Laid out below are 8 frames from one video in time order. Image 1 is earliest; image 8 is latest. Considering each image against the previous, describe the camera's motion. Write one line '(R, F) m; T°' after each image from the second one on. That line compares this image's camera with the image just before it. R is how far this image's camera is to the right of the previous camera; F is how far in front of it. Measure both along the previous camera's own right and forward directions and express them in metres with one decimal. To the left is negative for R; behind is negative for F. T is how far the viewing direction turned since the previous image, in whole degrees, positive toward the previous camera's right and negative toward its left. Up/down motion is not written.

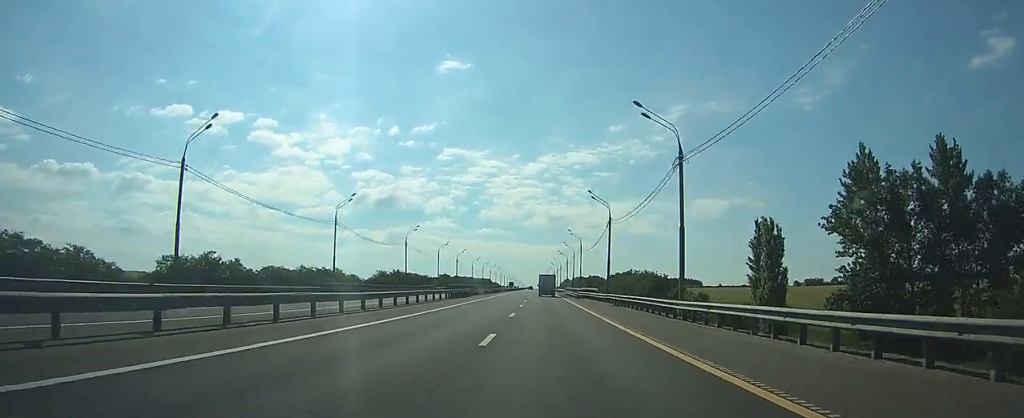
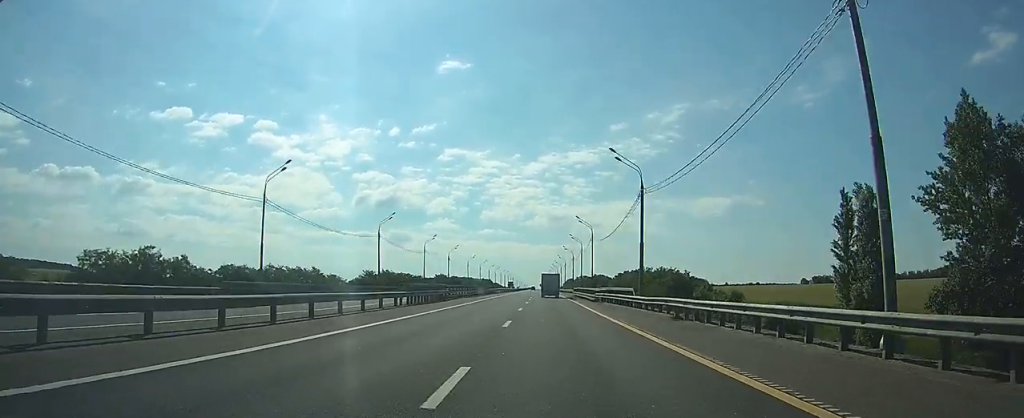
(0.0, +18.2) m; 0°
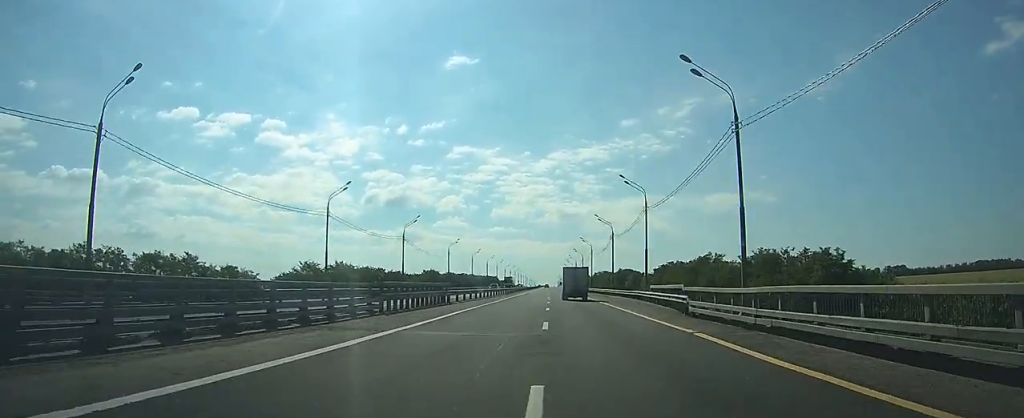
(-0.3, +57.9) m; 0°
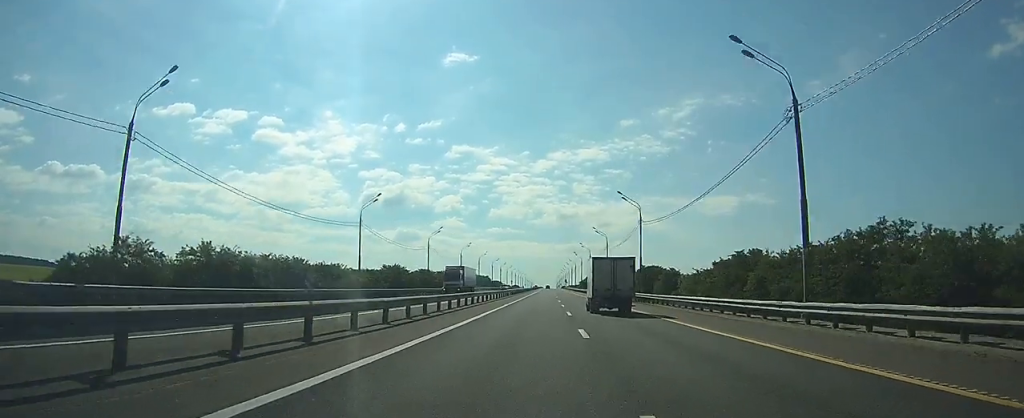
(0.0, +60.9) m; 0°
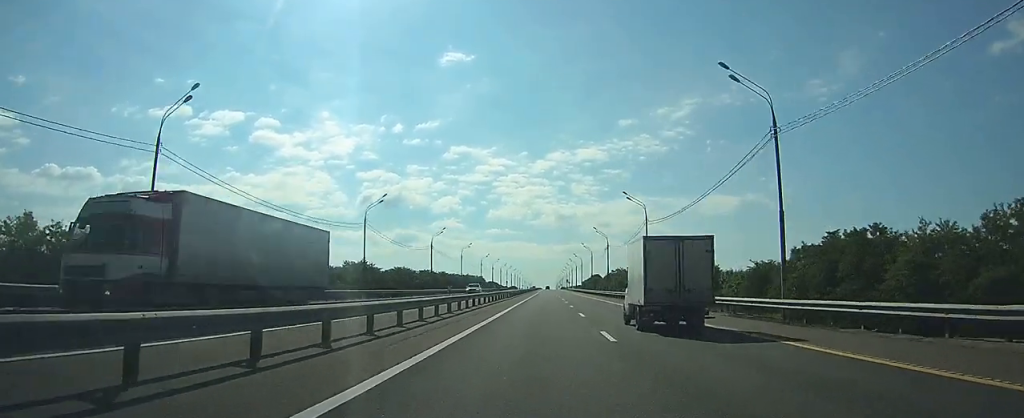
(-0.1, +36.2) m; 0°
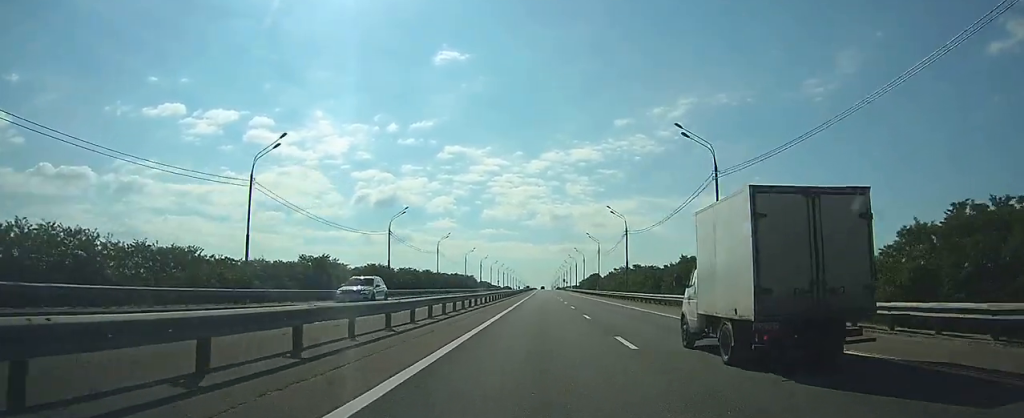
(+0.1, +25.6) m; 0°
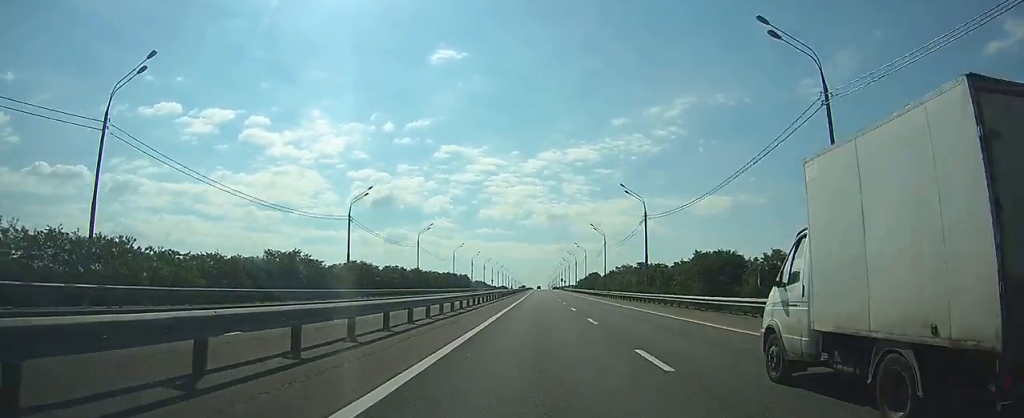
(+0.1, +14.9) m; 0°
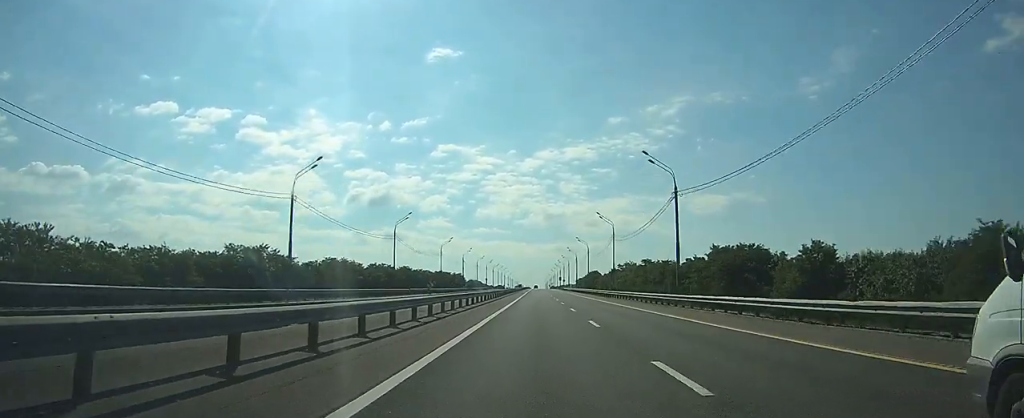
(0.0, +13.9) m; 0°
